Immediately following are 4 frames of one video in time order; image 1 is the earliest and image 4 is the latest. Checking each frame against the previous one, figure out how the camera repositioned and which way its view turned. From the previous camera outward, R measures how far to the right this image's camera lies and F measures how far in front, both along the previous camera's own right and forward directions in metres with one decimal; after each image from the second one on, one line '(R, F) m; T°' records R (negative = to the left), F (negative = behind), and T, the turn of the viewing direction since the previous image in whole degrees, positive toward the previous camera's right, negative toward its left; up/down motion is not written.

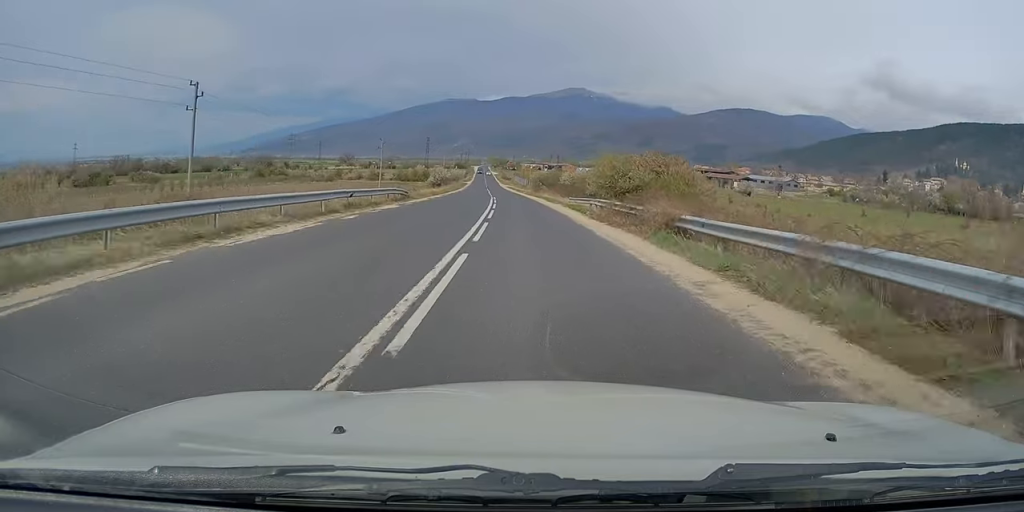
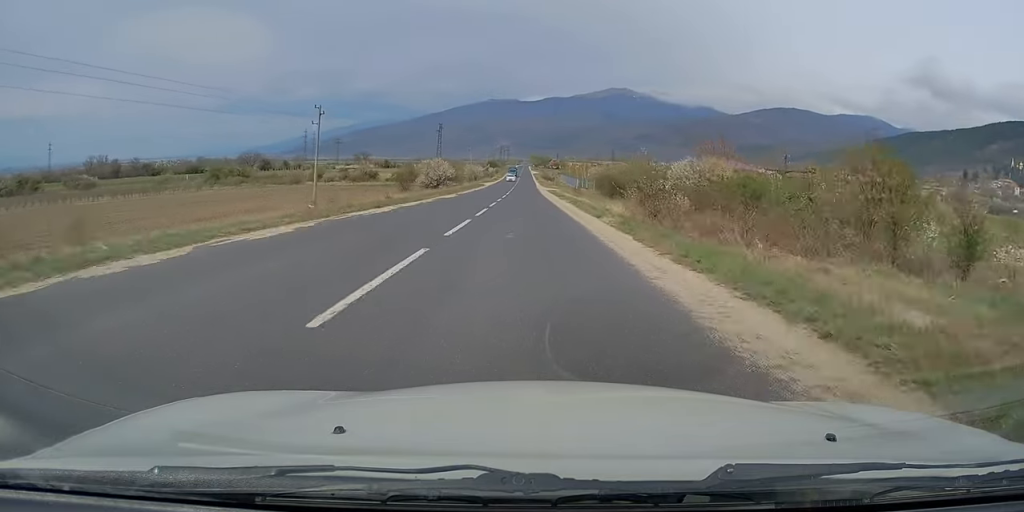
(-2.1, +60.5) m; -2°
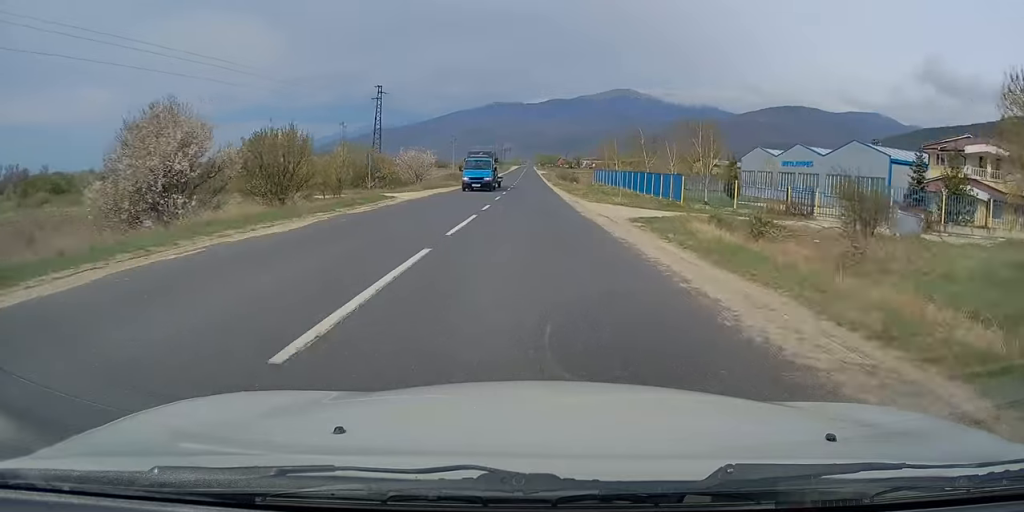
(-0.6, +72.0) m; -1°
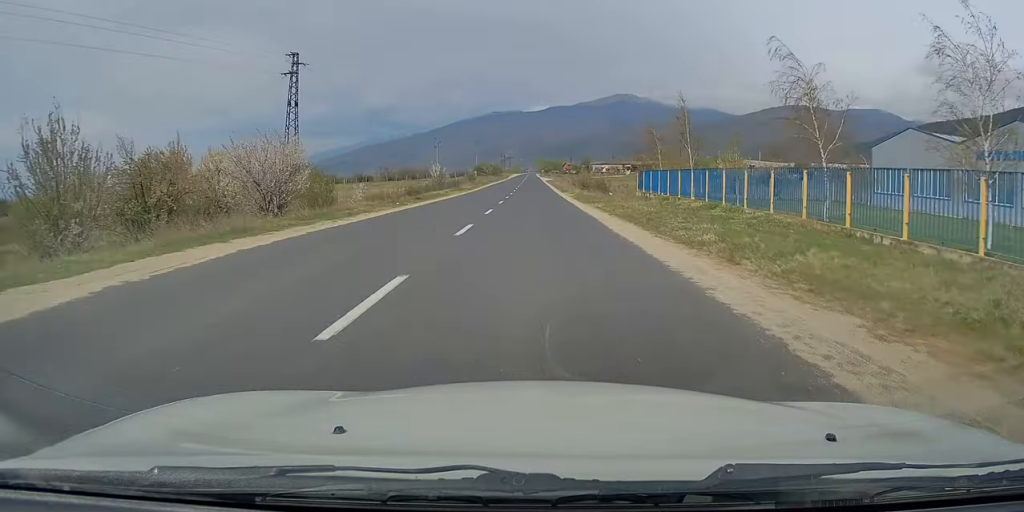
(0.0, +35.0) m; 0°
